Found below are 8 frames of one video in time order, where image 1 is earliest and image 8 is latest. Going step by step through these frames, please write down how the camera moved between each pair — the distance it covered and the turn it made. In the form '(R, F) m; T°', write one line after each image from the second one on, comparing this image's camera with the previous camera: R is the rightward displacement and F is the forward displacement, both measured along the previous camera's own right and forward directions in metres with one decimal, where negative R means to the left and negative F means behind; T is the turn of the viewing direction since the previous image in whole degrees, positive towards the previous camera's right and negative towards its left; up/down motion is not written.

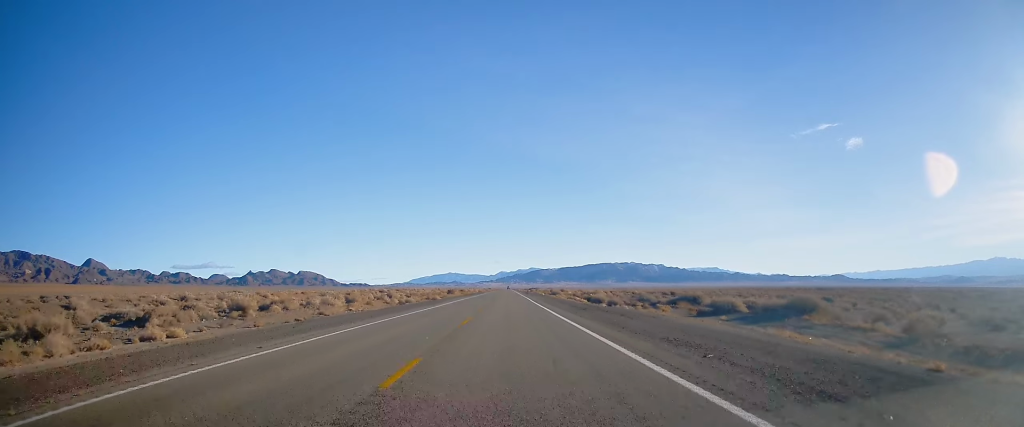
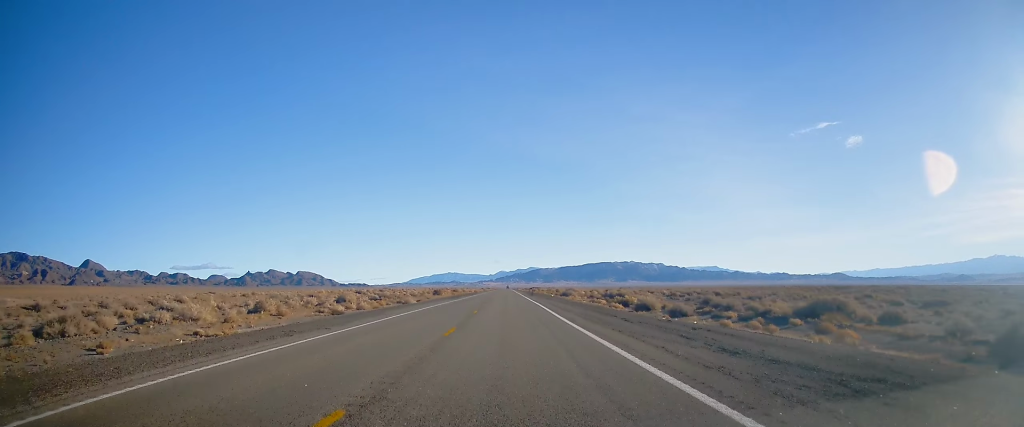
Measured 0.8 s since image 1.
(0.0, +28.8) m; 0°
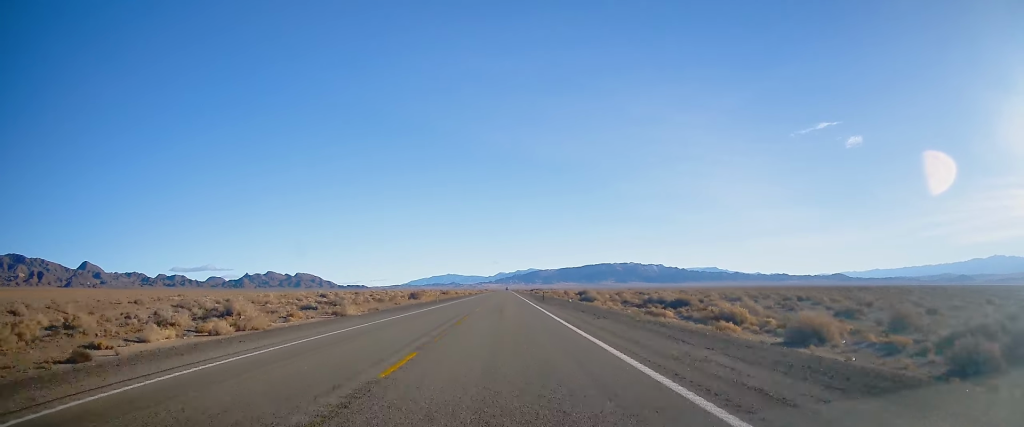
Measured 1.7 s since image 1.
(-0.2, +30.9) m; 0°
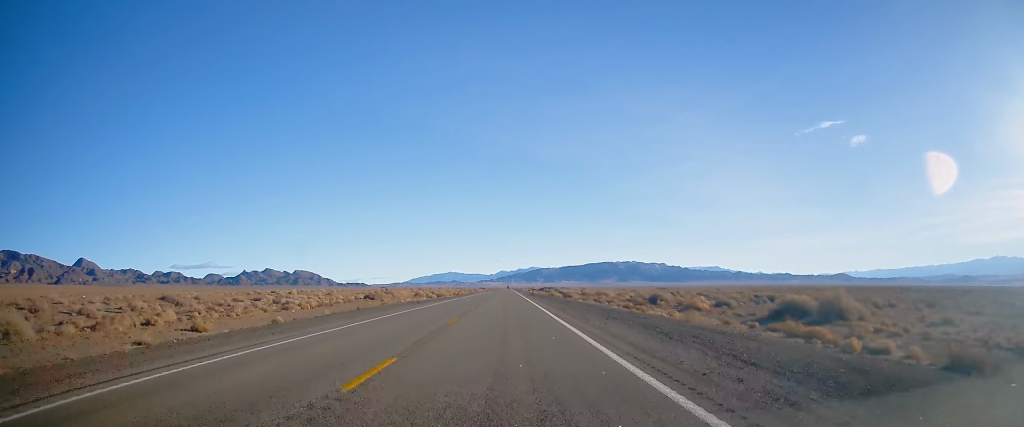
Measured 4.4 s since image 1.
(+0.1, +98.0) m; 0°
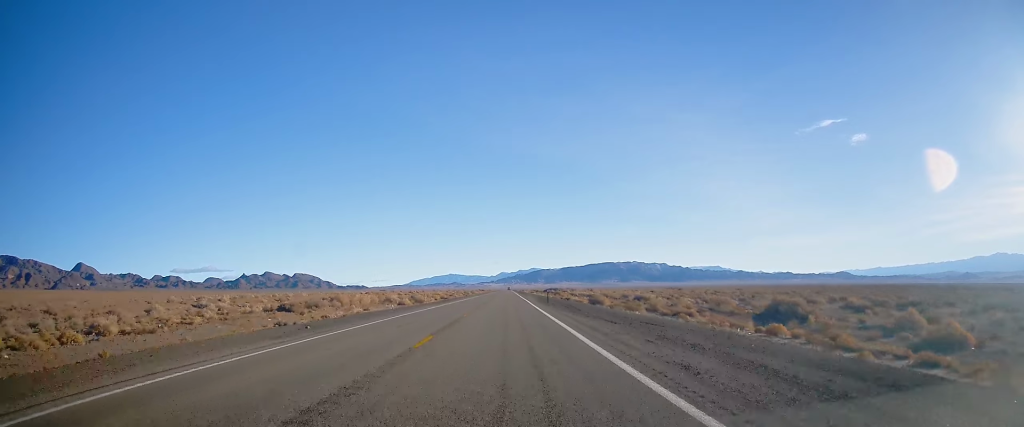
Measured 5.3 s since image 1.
(+0.2, +31.3) m; 0°
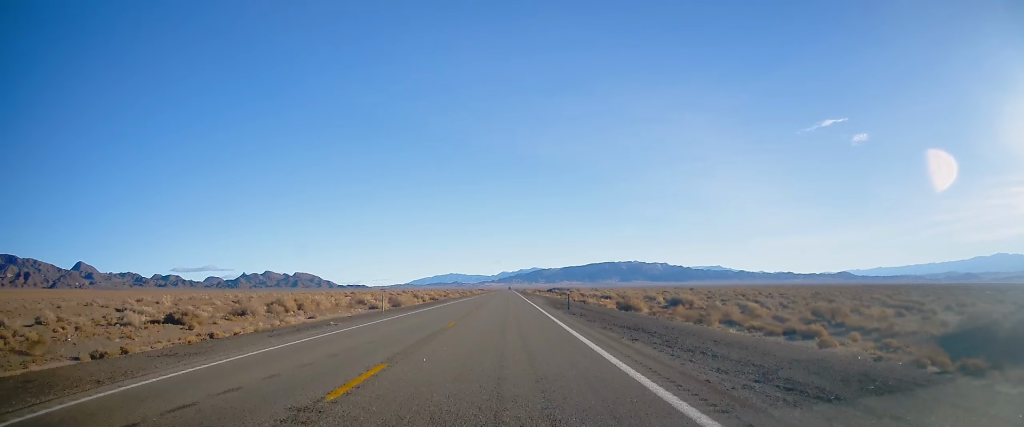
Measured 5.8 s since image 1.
(-0.1, +17.9) m; 0°
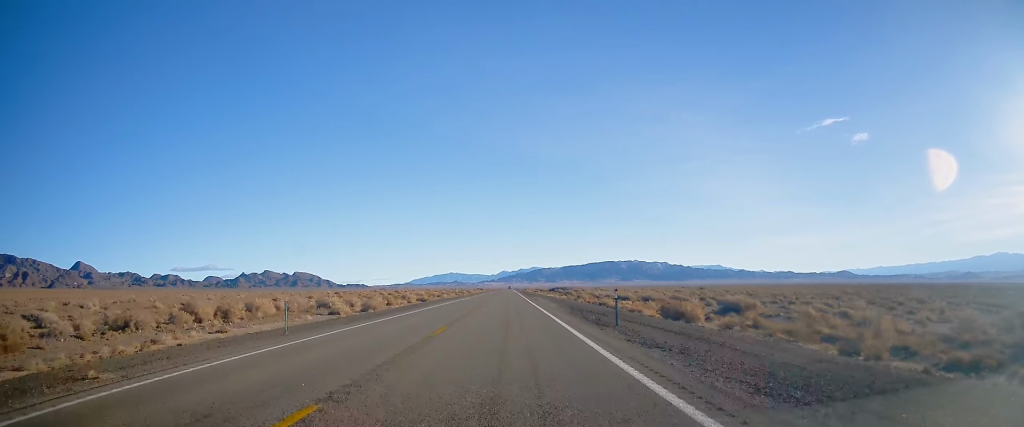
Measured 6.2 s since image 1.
(-0.3, +15.5) m; 0°
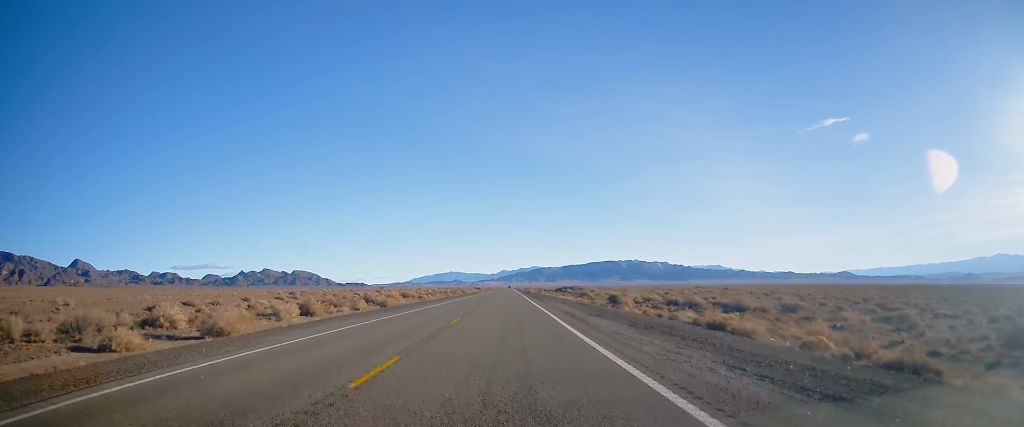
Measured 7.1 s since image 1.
(+0.4, +32.1) m; 0°
